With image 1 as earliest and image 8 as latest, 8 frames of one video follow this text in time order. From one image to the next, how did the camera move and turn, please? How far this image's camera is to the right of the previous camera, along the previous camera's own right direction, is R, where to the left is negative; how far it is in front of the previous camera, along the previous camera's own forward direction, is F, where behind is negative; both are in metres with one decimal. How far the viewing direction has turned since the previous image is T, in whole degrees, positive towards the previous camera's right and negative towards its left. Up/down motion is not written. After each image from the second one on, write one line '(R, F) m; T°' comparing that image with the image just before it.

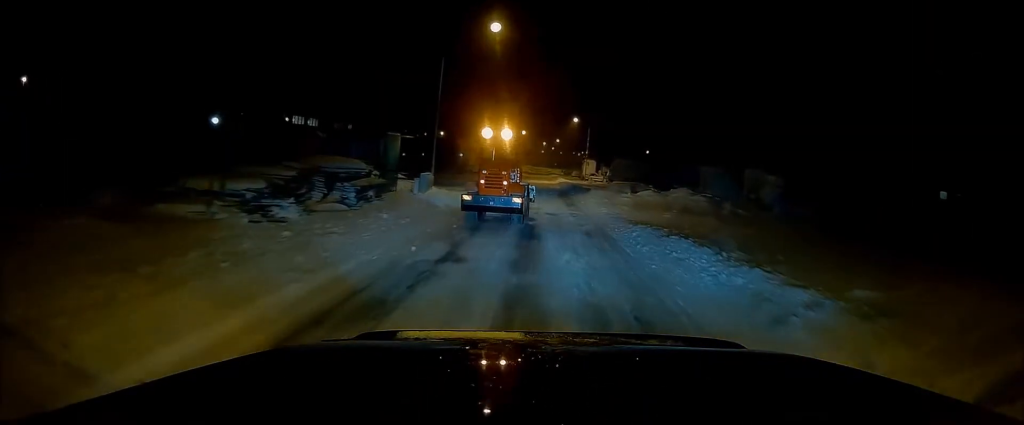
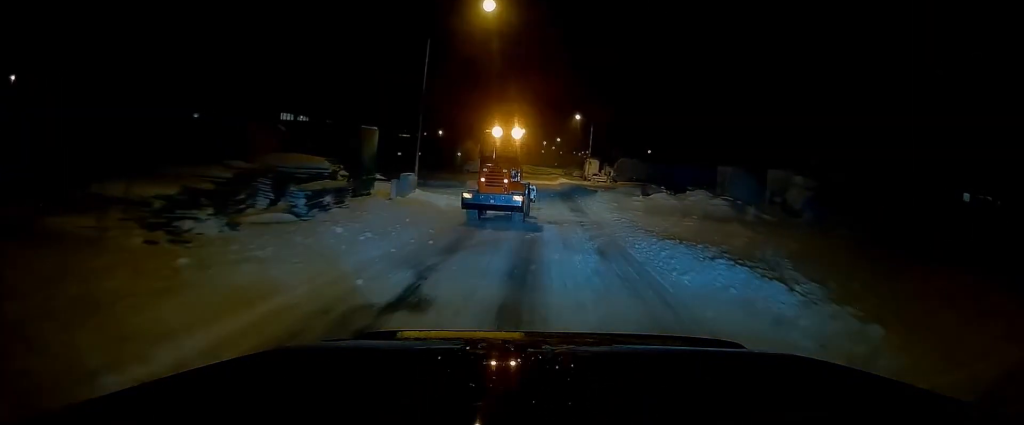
(0.0, +3.6) m; 0°
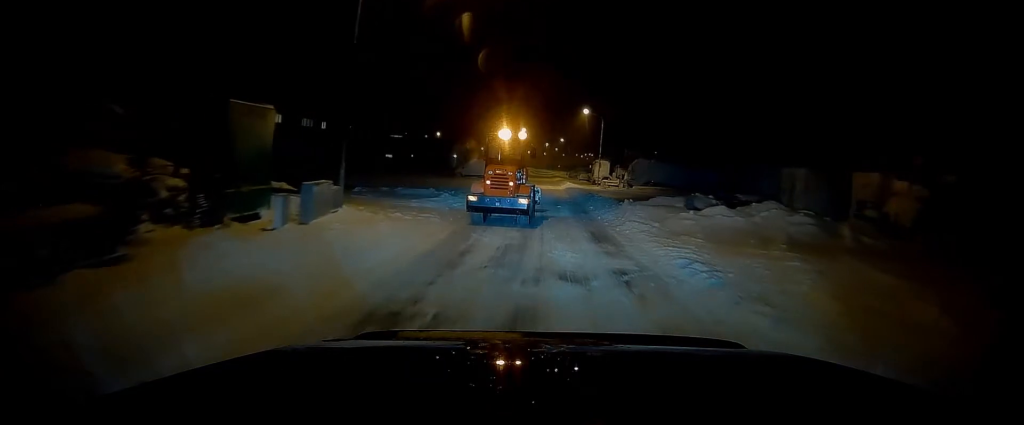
(-0.1, +9.4) m; -1°
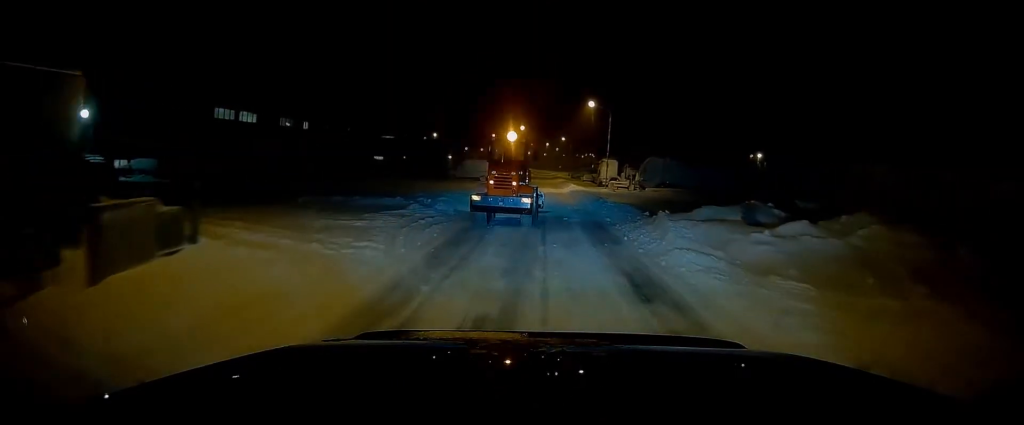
(0.0, +6.5) m; 0°
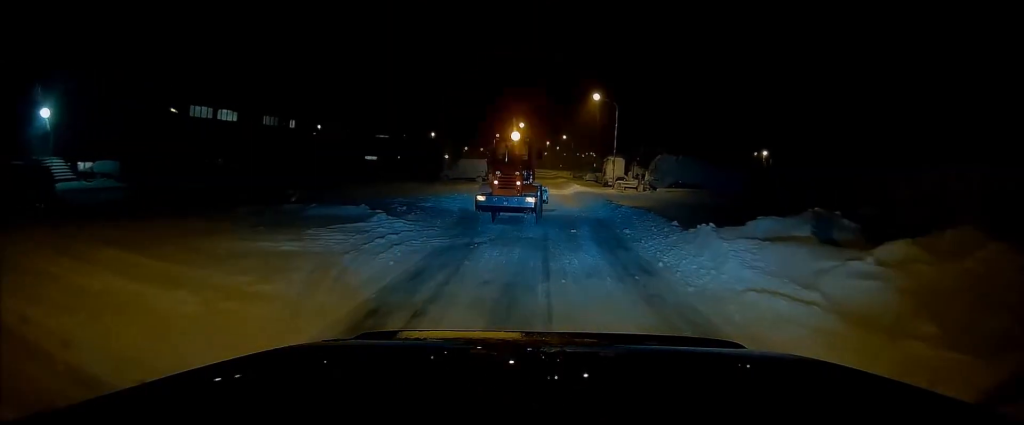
(0.0, +4.5) m; 0°
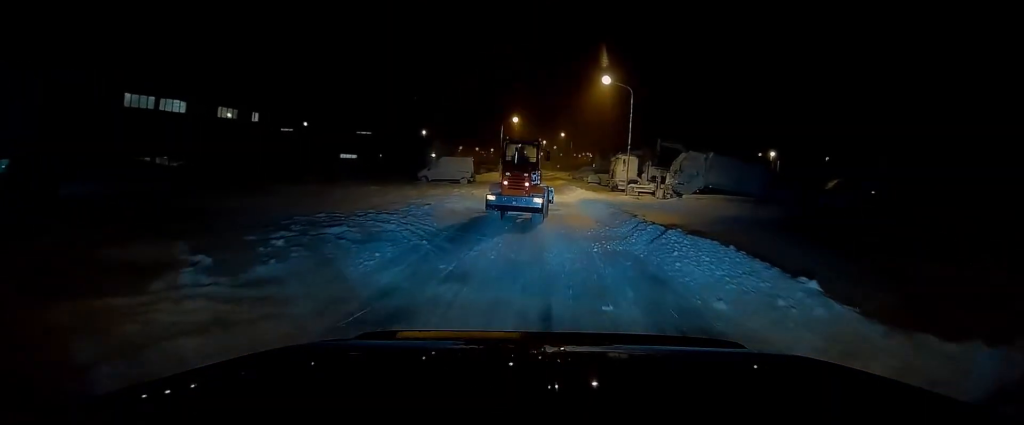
(+0.1, +9.3) m; +2°
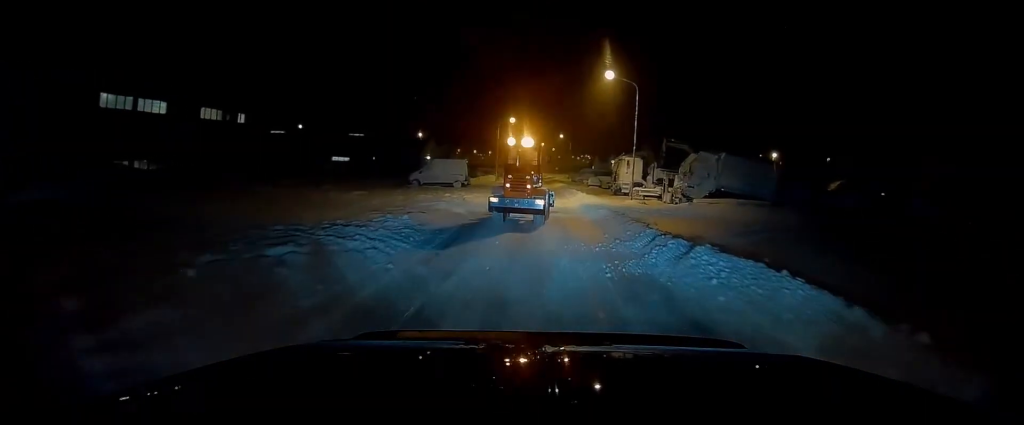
(+0.1, +2.8) m; 0°
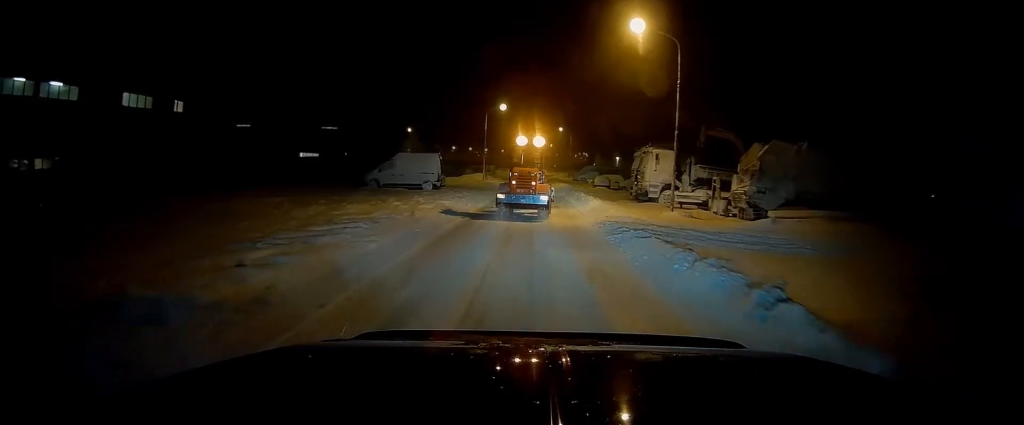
(-0.2, +11.8) m; -1°
